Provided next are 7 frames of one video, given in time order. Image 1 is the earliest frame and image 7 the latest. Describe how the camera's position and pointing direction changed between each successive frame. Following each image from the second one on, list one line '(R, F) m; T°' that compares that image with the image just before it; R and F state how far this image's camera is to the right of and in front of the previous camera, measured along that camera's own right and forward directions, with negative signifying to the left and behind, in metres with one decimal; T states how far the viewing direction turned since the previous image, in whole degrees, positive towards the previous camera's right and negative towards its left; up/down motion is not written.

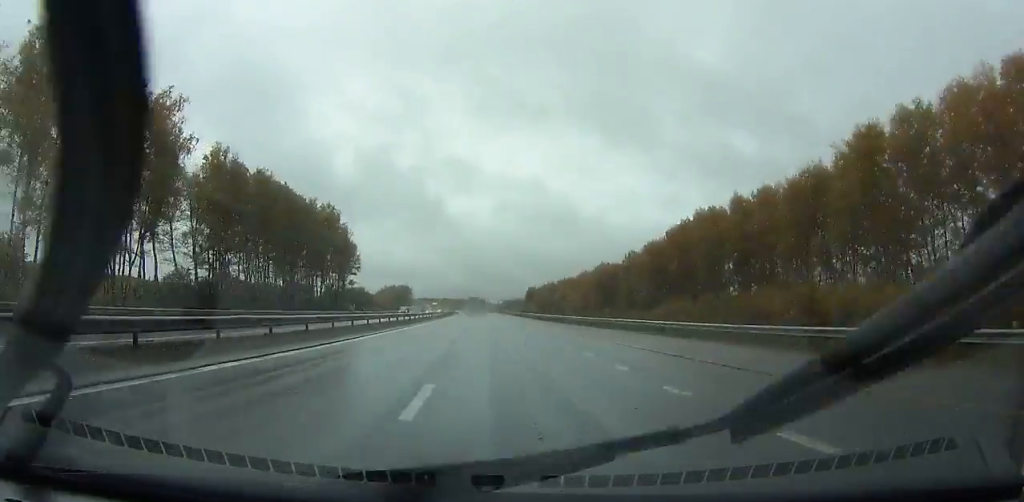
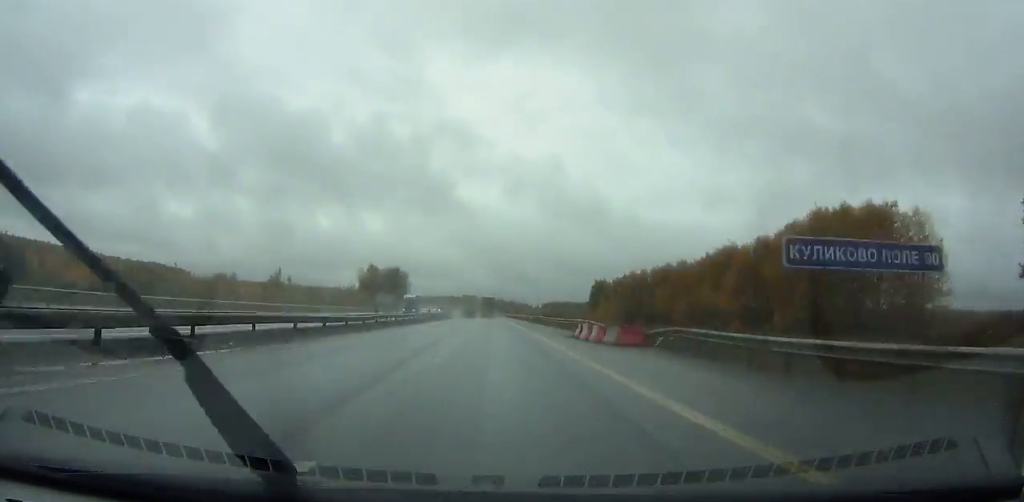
(-3.5, +173.3) m; -3°
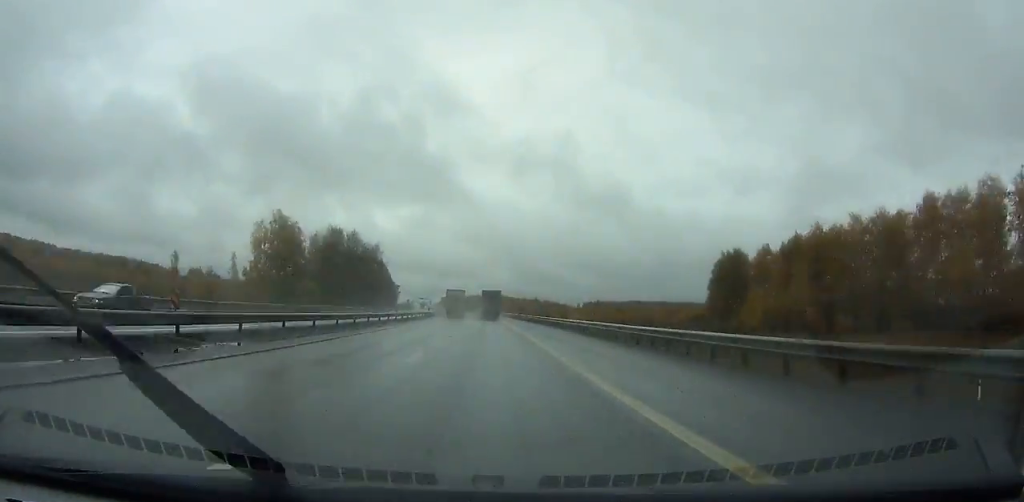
(-3.6, +132.5) m; -3°
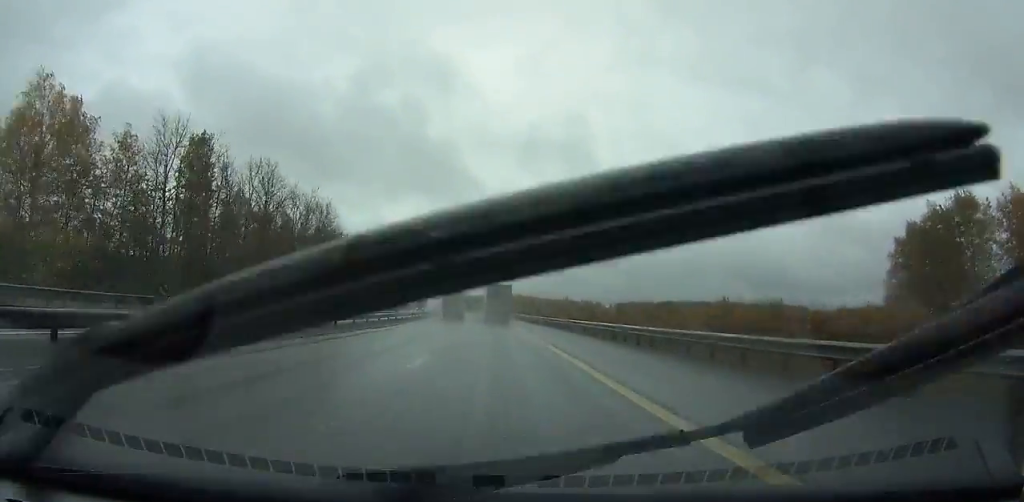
(-1.1, +72.8) m; -2°
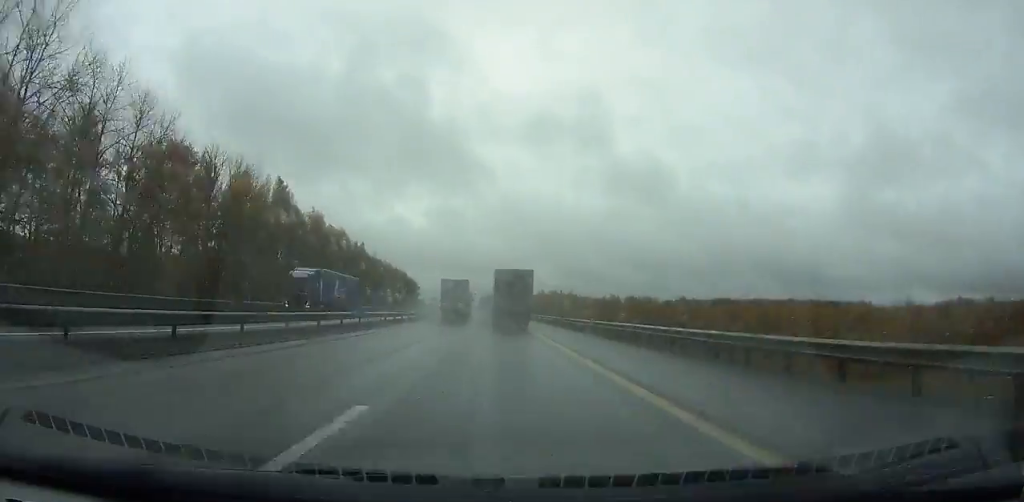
(-1.2, +77.8) m; -3°
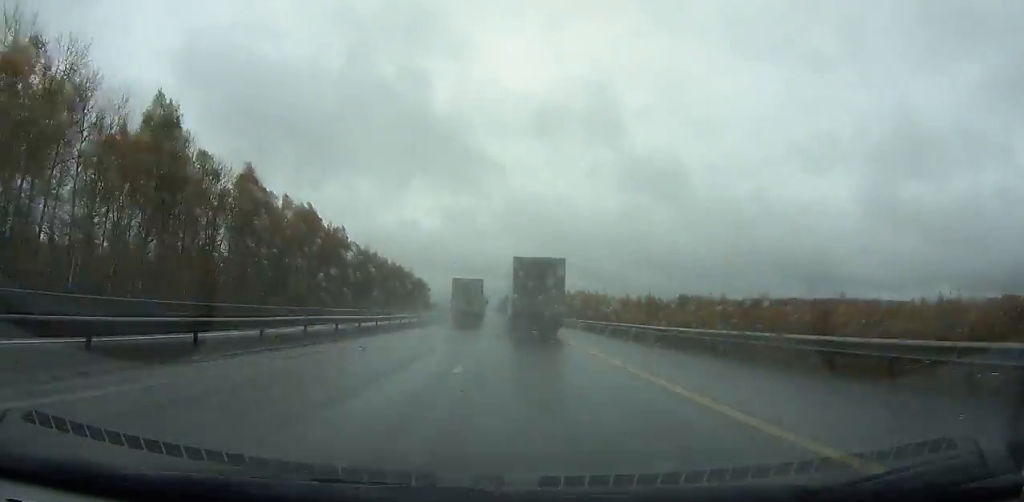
(-1.1, +39.8) m; -1°
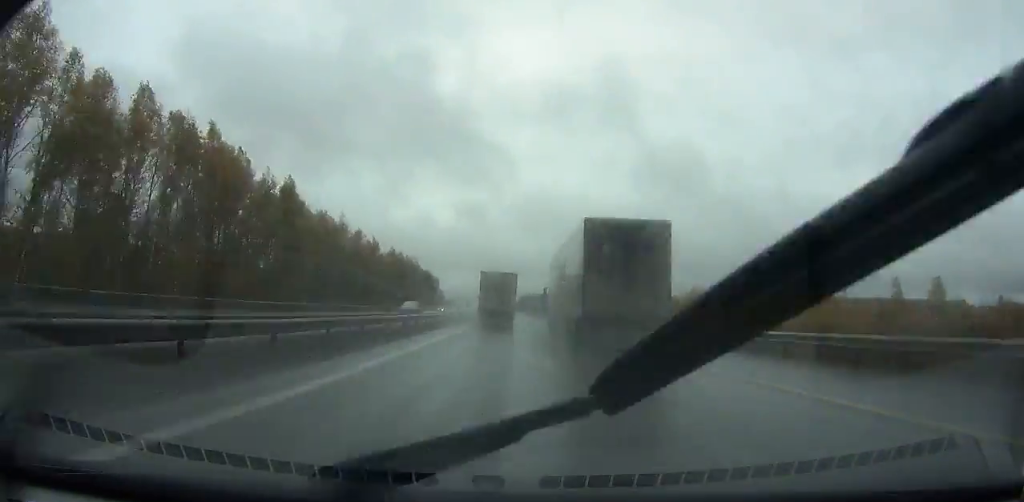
(-0.6, +48.2) m; -1°
